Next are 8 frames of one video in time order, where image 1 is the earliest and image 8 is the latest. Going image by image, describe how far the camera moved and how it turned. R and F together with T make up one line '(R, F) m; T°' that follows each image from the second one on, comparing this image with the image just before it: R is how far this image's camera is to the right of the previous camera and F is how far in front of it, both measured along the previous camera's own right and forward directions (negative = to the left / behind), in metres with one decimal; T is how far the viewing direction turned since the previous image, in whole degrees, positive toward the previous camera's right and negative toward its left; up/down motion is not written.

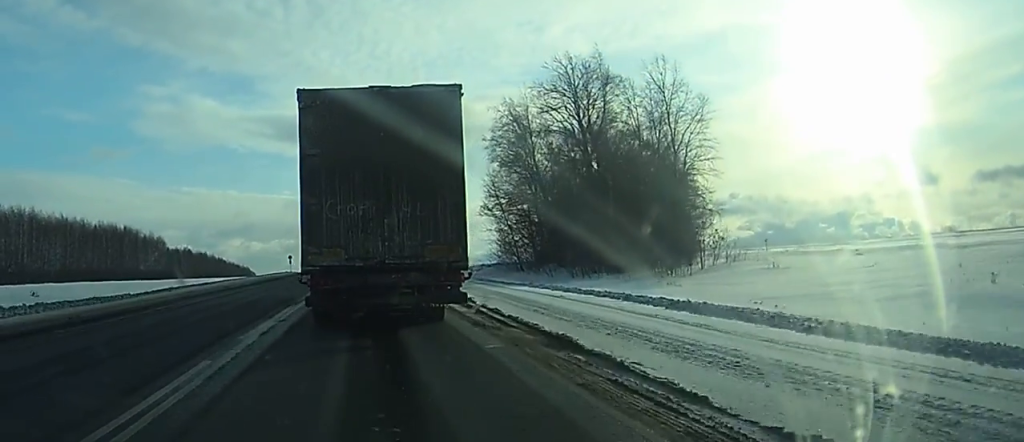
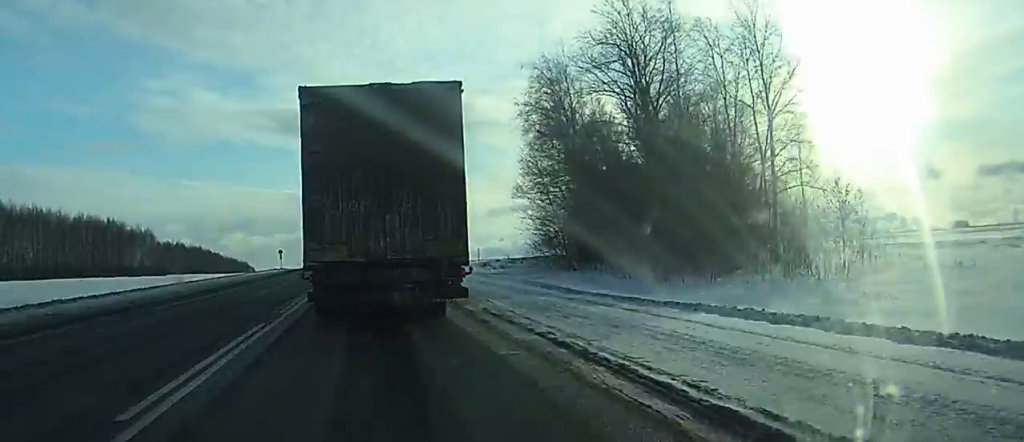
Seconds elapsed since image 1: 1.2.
(0.0, +18.6) m; 0°
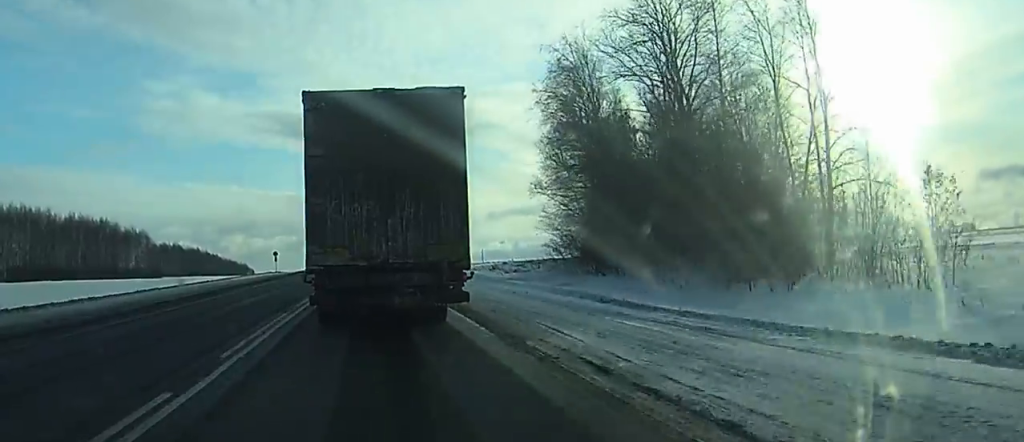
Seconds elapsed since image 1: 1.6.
(0.0, +7.4) m; 0°
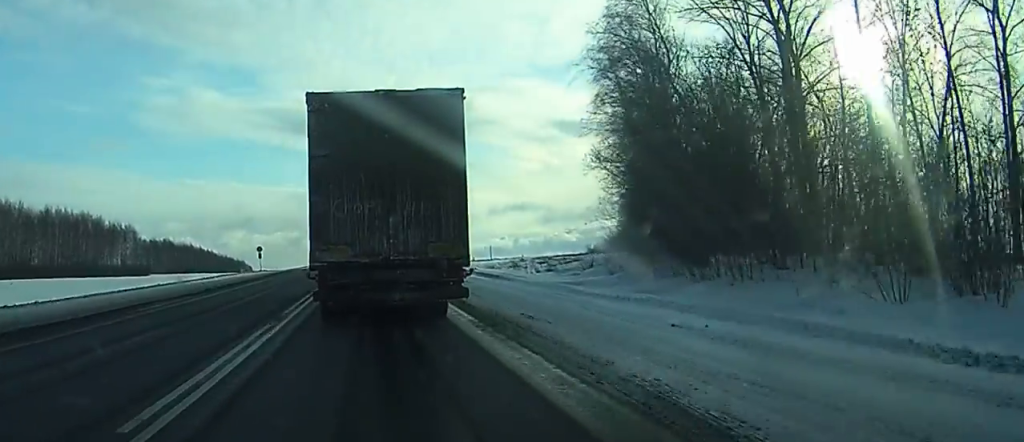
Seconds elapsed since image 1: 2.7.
(0.0, +16.7) m; 0°
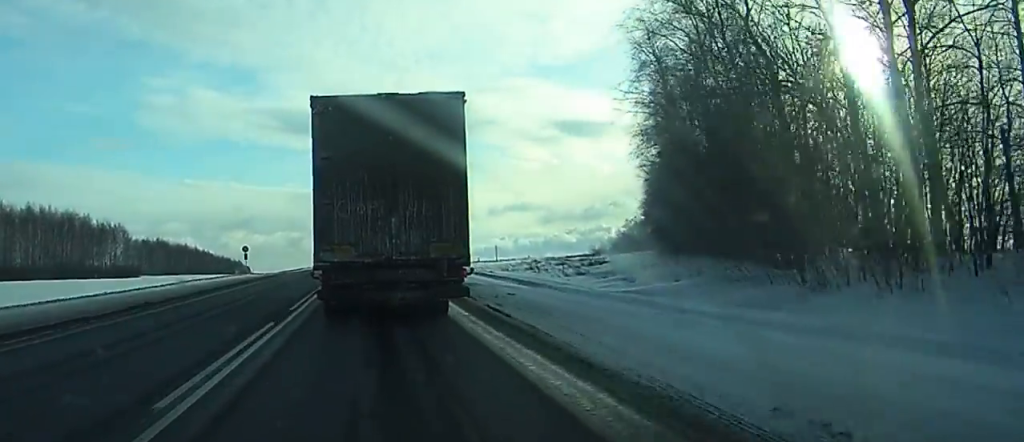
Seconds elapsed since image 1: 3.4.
(0.0, +10.8) m; 0°
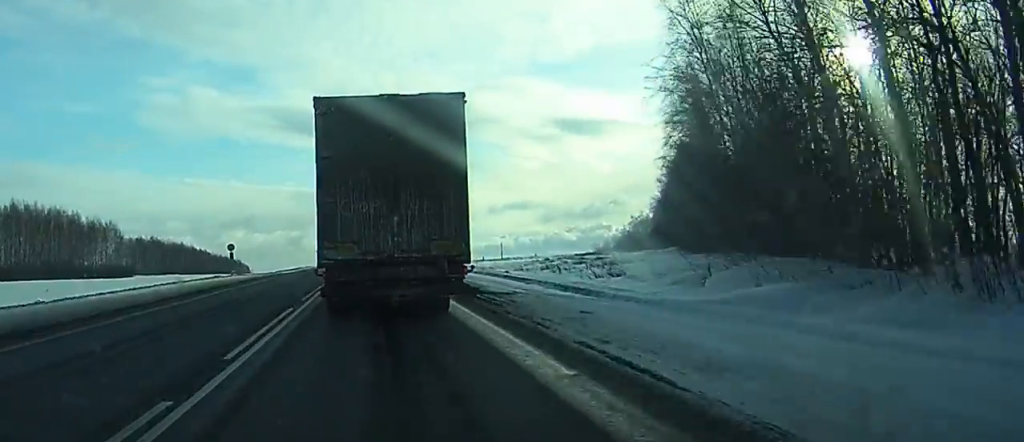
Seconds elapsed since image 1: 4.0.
(0.0, +8.7) m; 0°
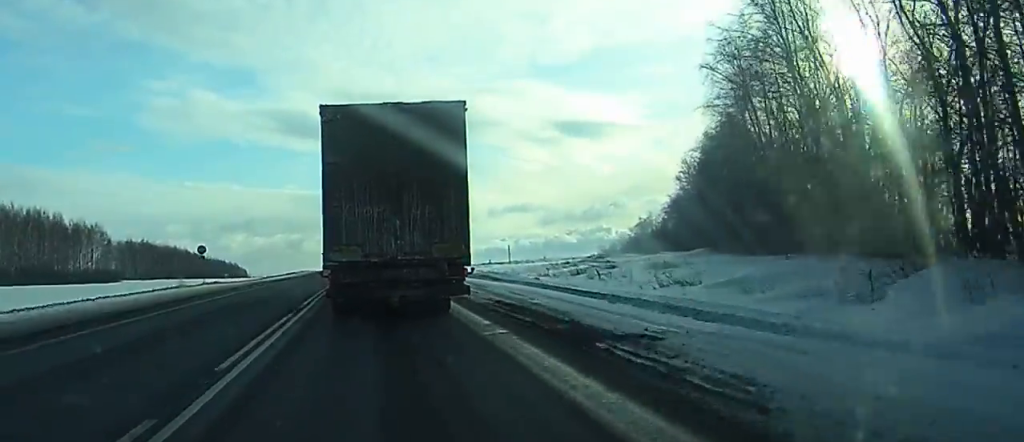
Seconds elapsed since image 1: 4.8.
(0.0, +12.7) m; 0°
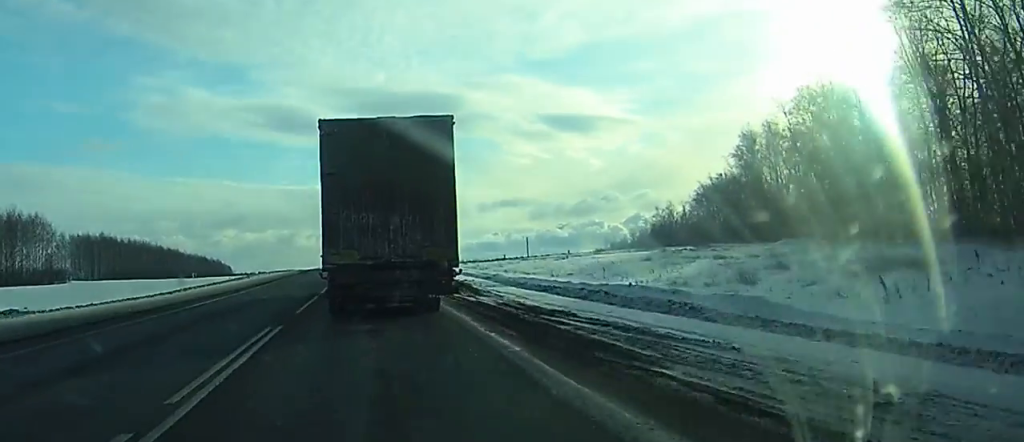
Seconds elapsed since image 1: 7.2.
(-0.2, +36.2) m; 0°
